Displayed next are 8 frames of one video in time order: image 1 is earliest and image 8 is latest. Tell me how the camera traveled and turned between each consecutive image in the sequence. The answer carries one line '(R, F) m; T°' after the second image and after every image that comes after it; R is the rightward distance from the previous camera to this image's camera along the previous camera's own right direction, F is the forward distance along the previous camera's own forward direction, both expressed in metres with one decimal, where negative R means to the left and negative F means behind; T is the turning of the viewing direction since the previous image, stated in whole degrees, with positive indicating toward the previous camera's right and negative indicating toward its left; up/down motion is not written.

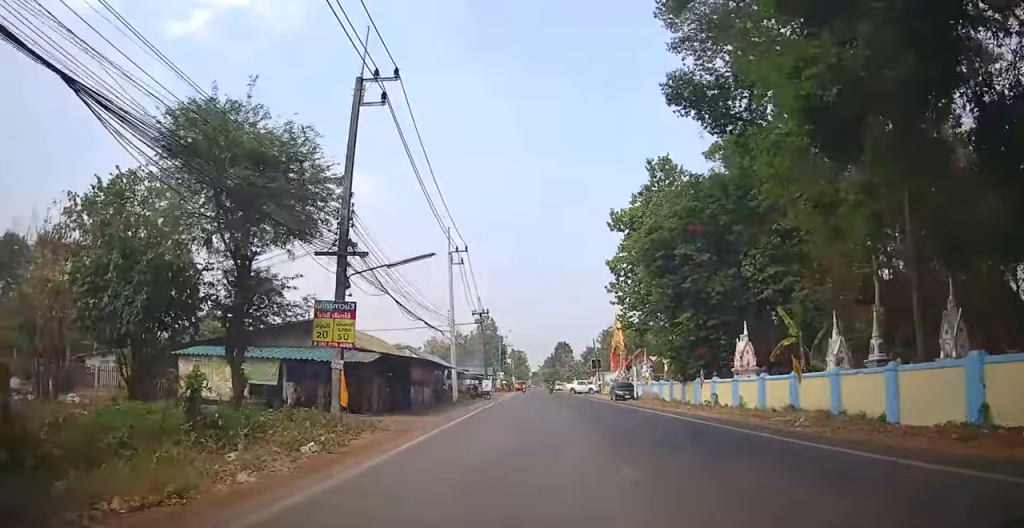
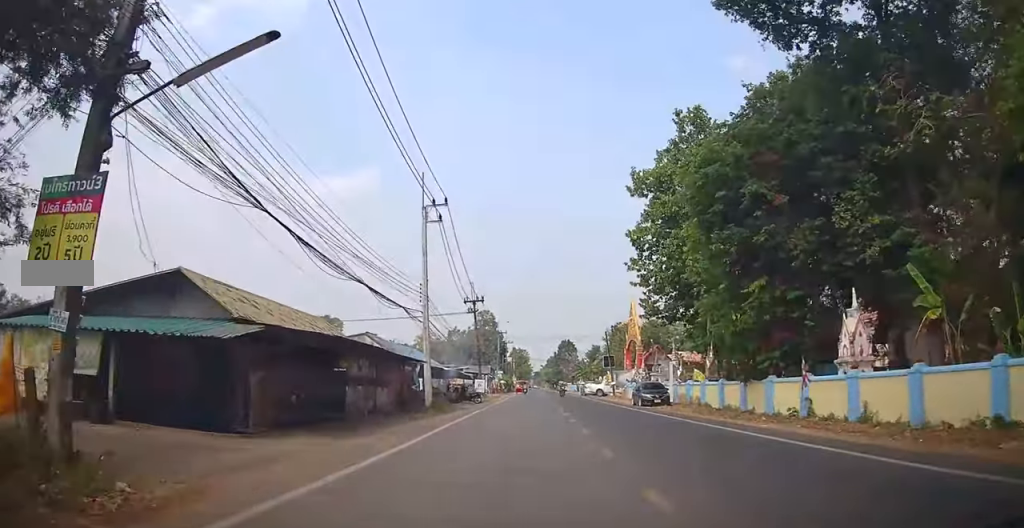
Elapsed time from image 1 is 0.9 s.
(0.0, +9.1) m; 0°
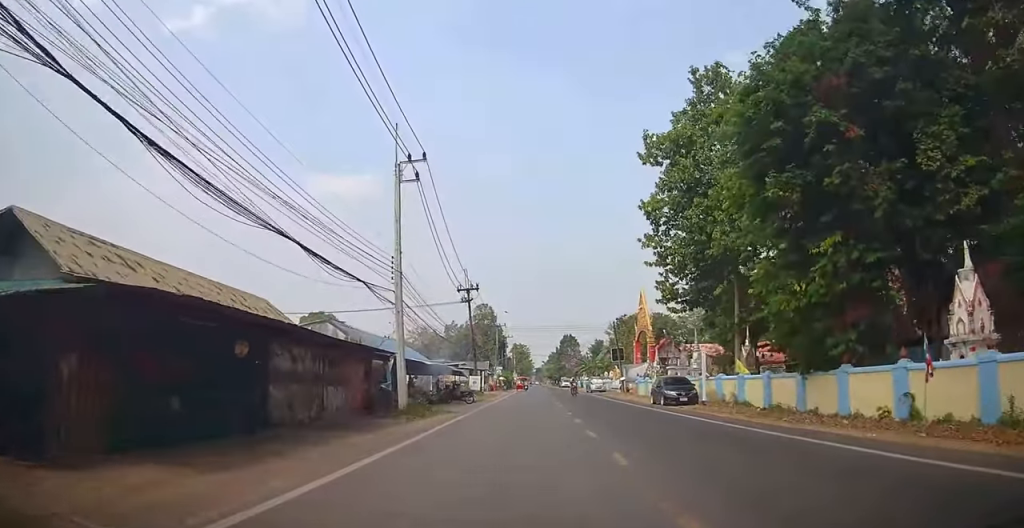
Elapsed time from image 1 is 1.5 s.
(0.0, +5.1) m; 0°
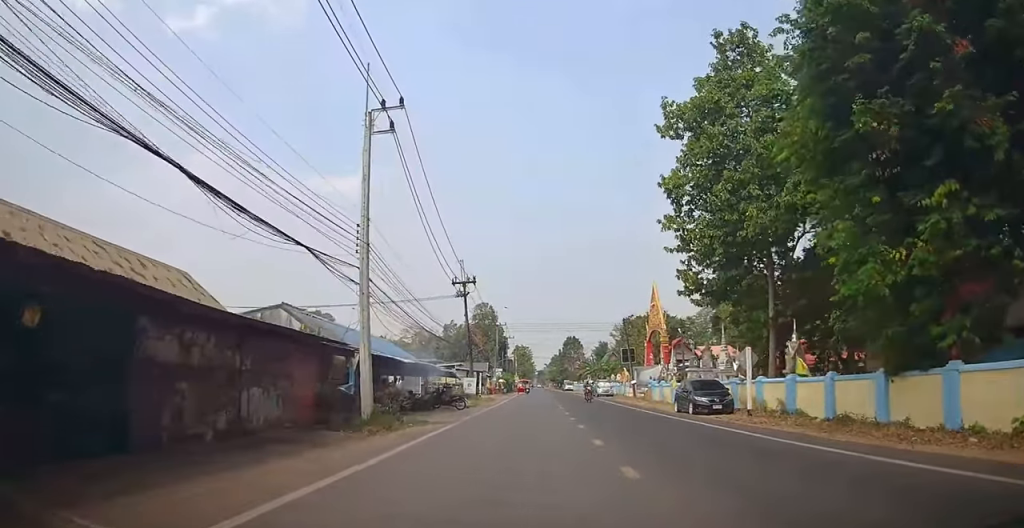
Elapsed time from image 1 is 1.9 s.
(0.0, +4.6) m; 0°
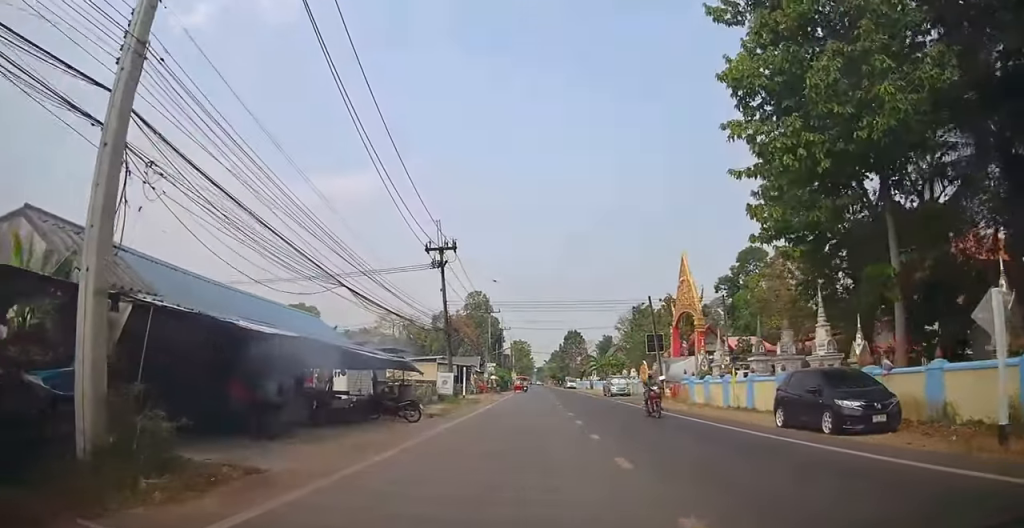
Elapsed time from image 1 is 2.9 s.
(-0.1, +11.0) m; -2°
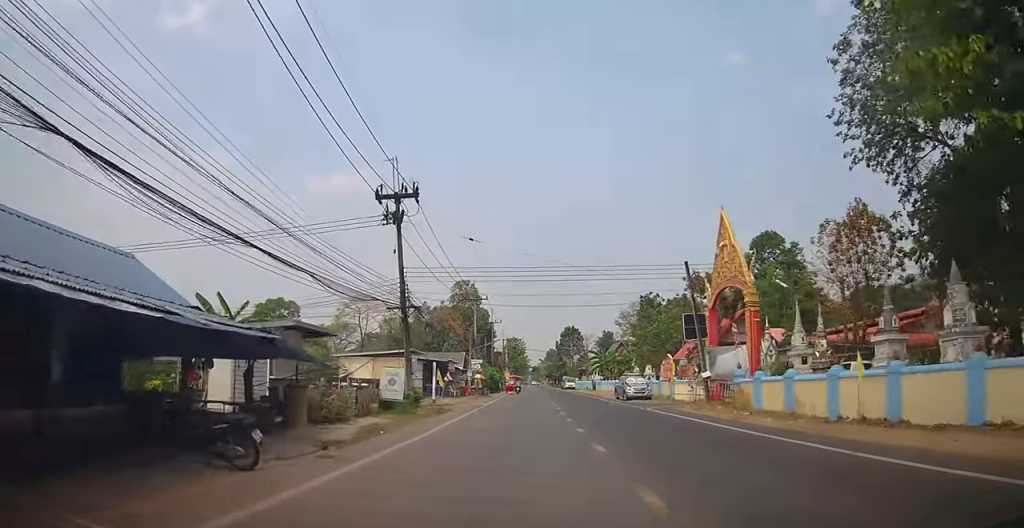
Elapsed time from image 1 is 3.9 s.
(-0.3, +10.5) m; -1°
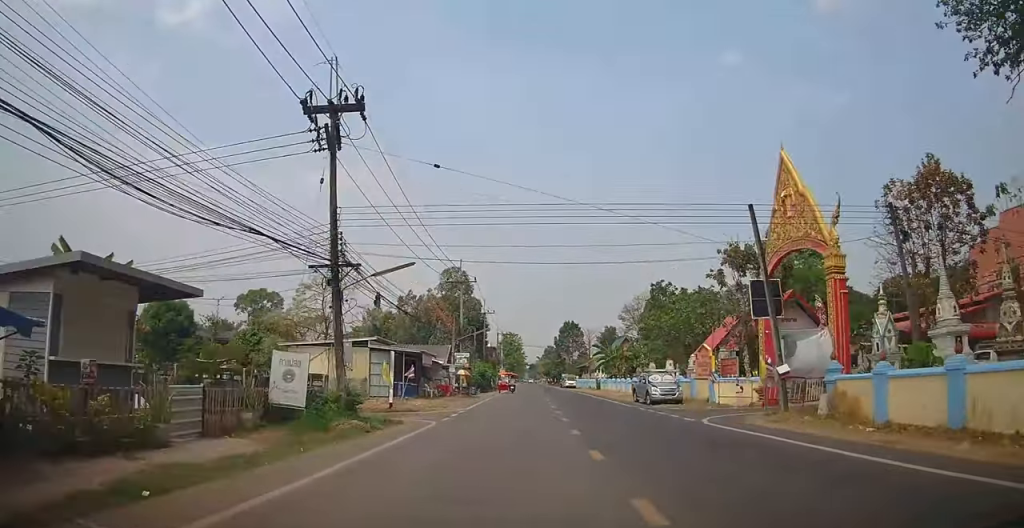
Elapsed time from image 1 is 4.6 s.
(+0.1, +8.7) m; 0°
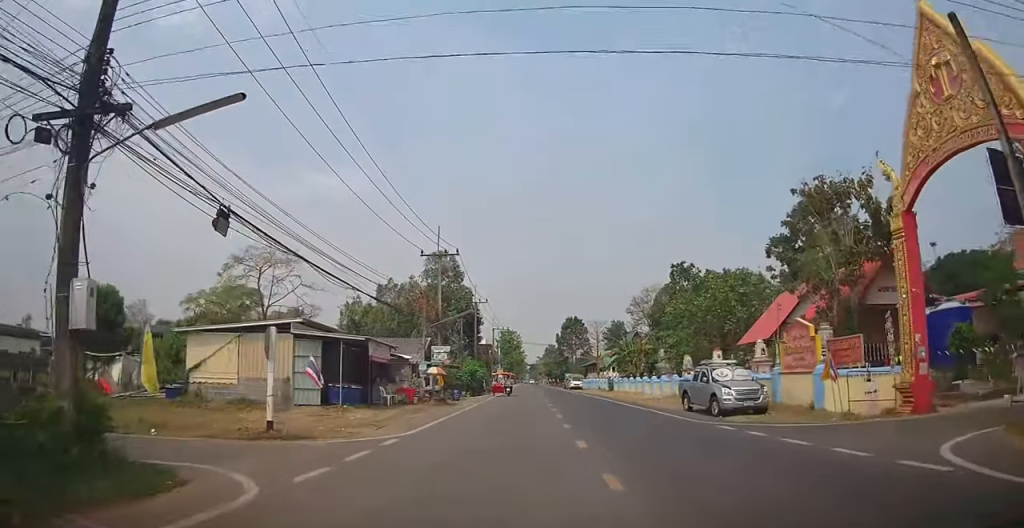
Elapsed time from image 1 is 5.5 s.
(-0.1, +10.7) m; -1°
